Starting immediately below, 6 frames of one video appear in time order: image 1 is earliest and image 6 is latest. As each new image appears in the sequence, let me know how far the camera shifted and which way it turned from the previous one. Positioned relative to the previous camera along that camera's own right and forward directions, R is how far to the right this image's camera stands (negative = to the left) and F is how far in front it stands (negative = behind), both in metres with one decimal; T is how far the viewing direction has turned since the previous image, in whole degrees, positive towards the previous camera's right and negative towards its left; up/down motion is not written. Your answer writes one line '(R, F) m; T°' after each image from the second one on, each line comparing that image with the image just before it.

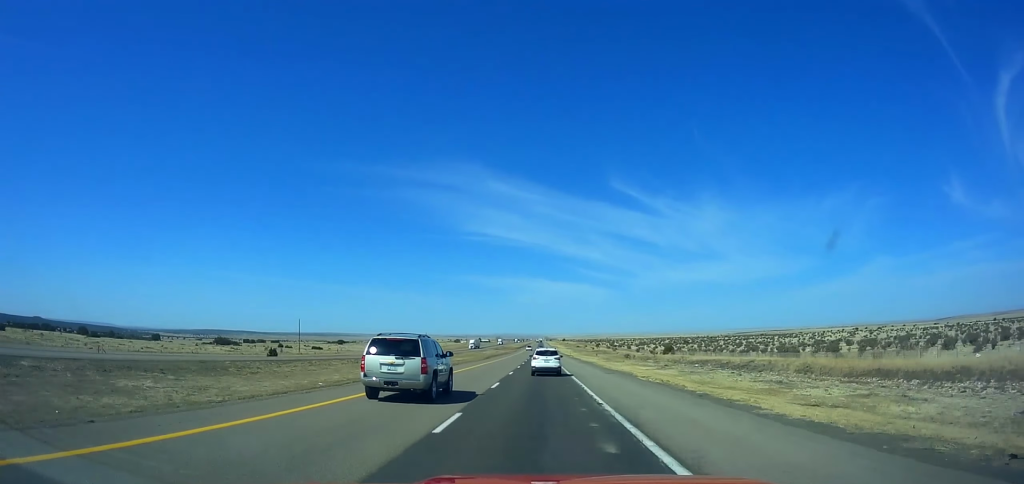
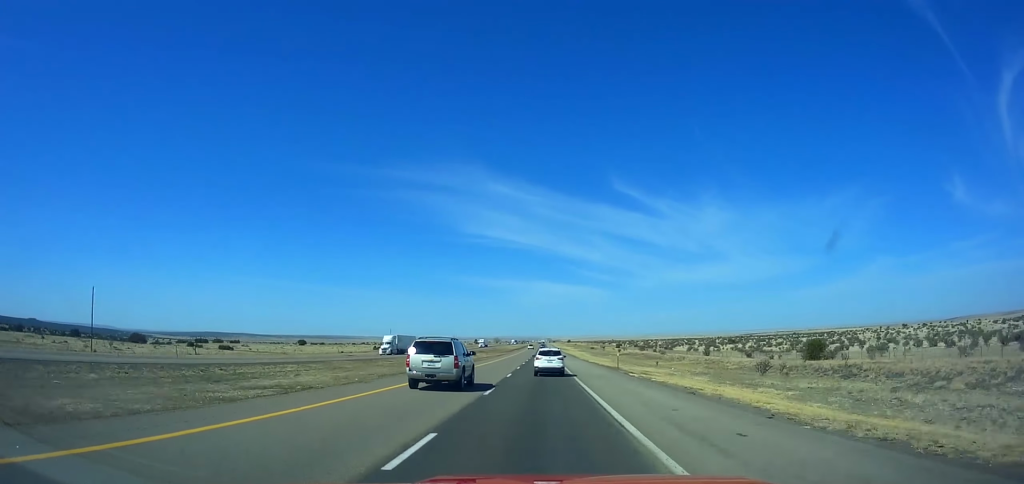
(-0.2, +75.6) m; 0°
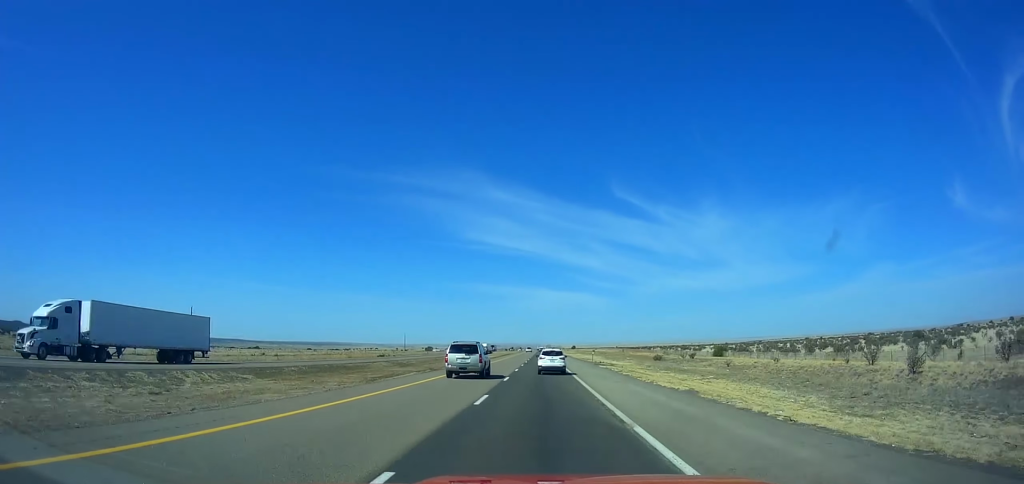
(+0.1, +136.4) m; 0°
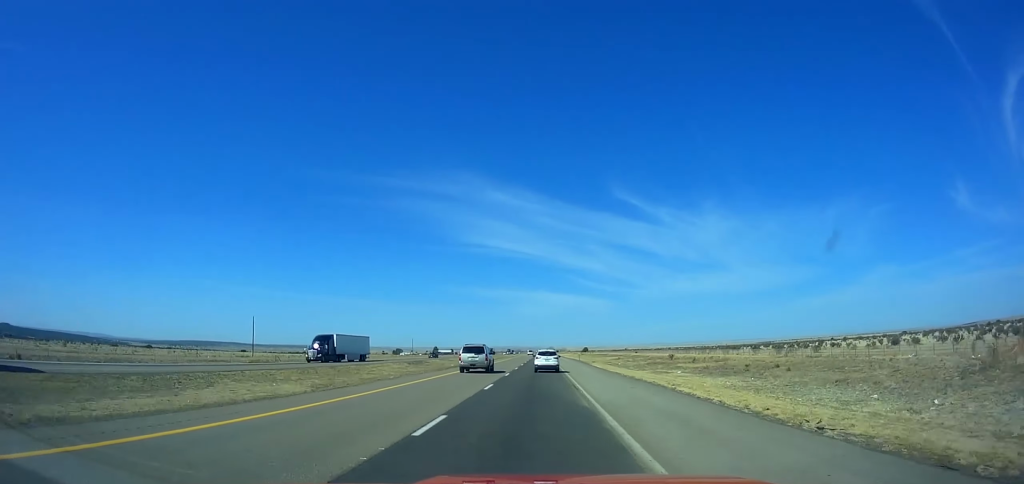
(+0.5, +139.4) m; 0°
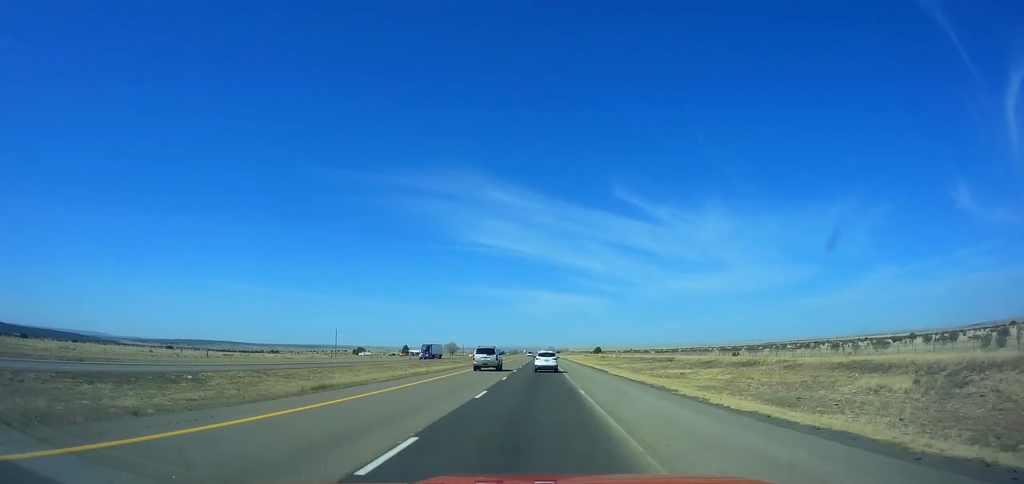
(-0.8, +99.9) m; 0°
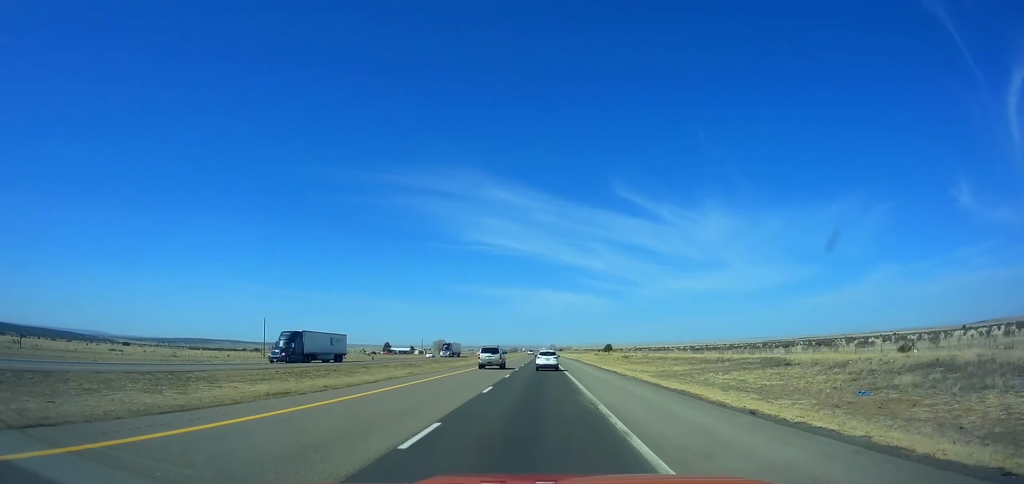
(+0.1, +46.5) m; 0°
